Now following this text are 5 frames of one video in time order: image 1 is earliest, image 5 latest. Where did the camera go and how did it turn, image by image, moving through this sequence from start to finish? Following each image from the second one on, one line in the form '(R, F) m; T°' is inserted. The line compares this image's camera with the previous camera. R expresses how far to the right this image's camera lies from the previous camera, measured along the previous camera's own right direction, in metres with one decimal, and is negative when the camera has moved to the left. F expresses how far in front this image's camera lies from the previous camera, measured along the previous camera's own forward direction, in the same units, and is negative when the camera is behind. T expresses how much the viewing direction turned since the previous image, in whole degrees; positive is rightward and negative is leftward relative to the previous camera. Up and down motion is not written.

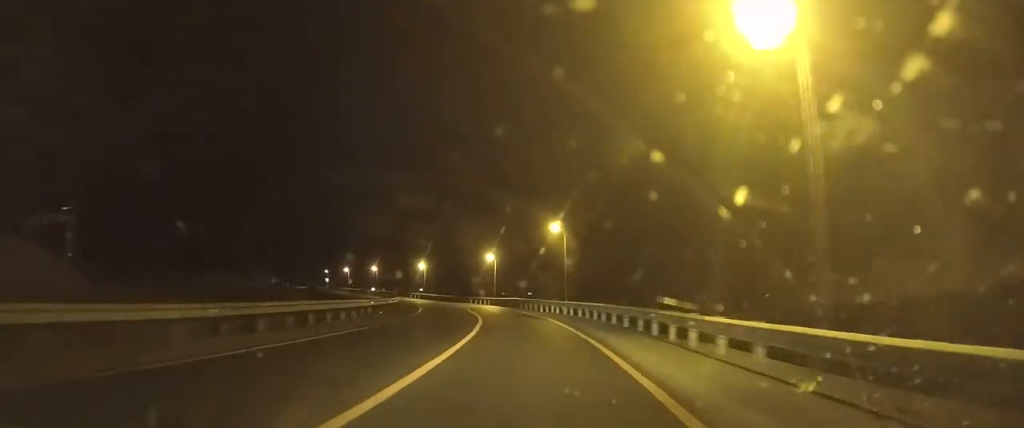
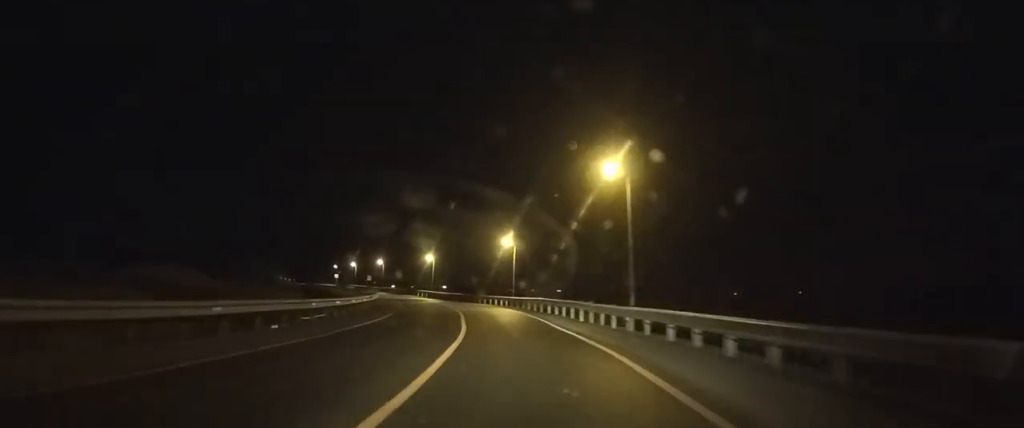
(-0.1, +18.7) m; -2°
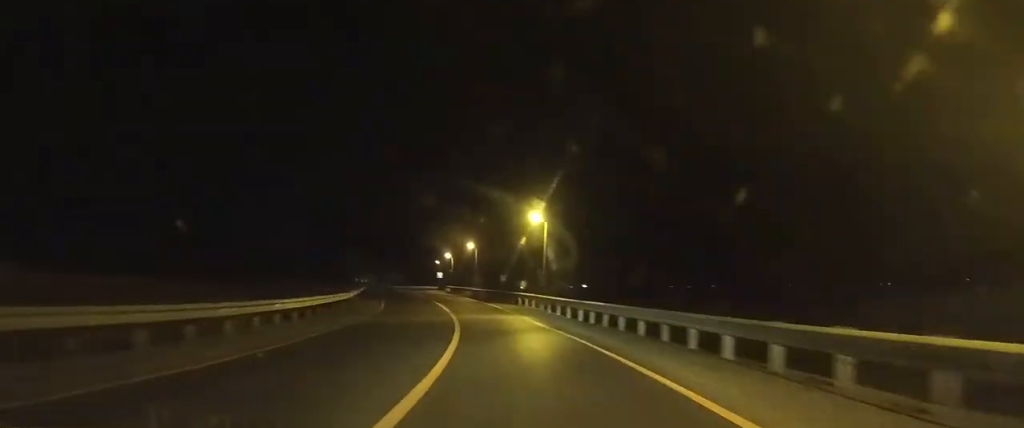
(-6.4, +46.1) m; -16°
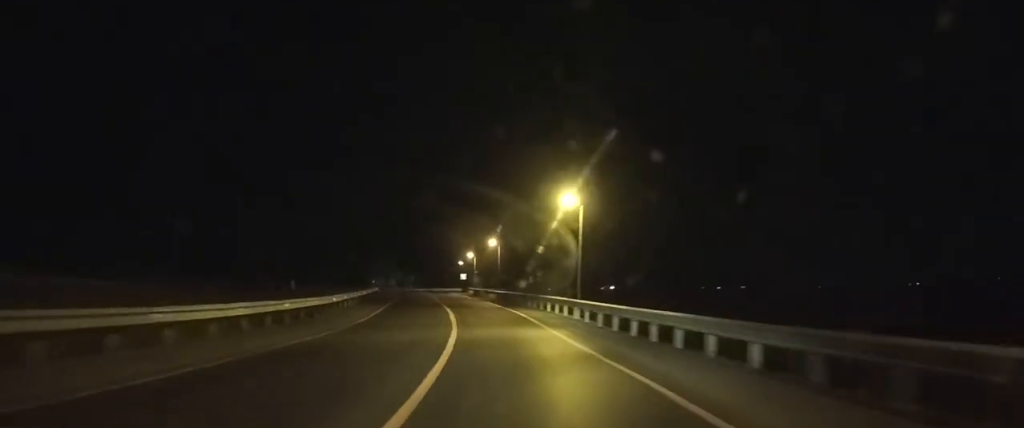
(+0.1, +6.9) m; -3°
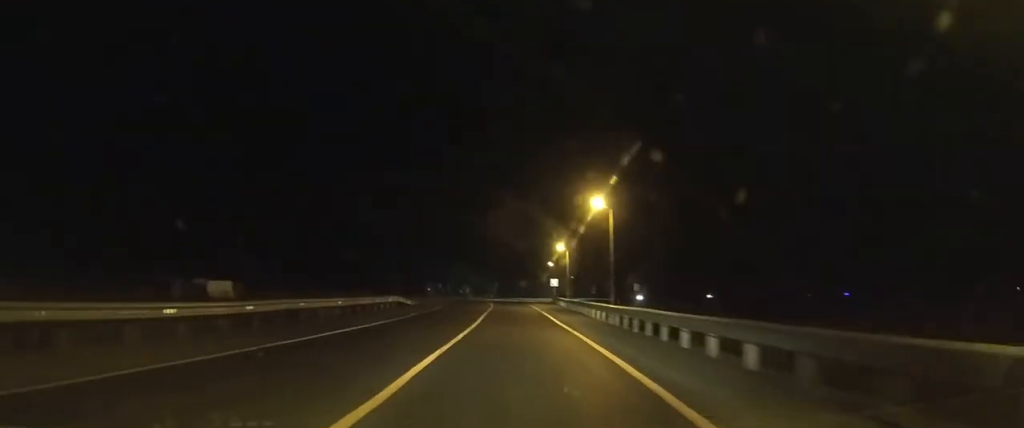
(-2.4, +26.8) m; -8°
